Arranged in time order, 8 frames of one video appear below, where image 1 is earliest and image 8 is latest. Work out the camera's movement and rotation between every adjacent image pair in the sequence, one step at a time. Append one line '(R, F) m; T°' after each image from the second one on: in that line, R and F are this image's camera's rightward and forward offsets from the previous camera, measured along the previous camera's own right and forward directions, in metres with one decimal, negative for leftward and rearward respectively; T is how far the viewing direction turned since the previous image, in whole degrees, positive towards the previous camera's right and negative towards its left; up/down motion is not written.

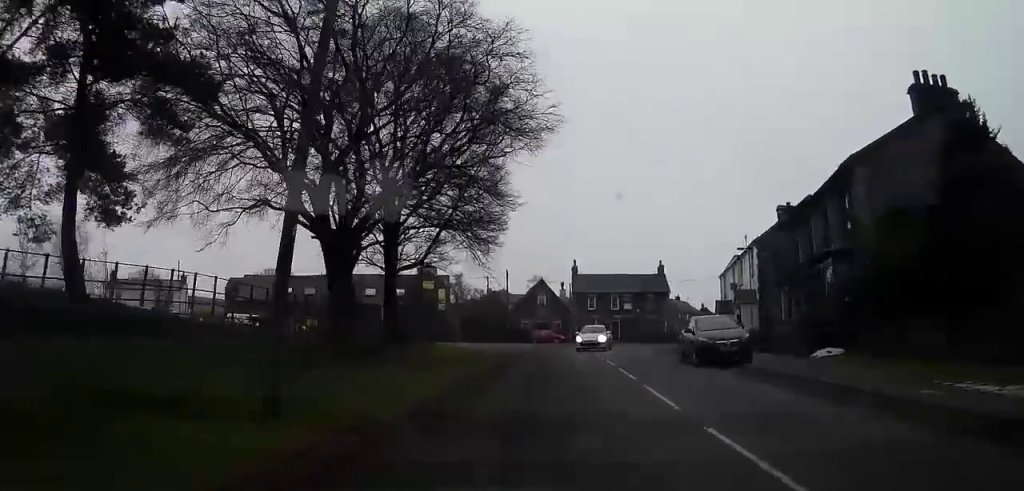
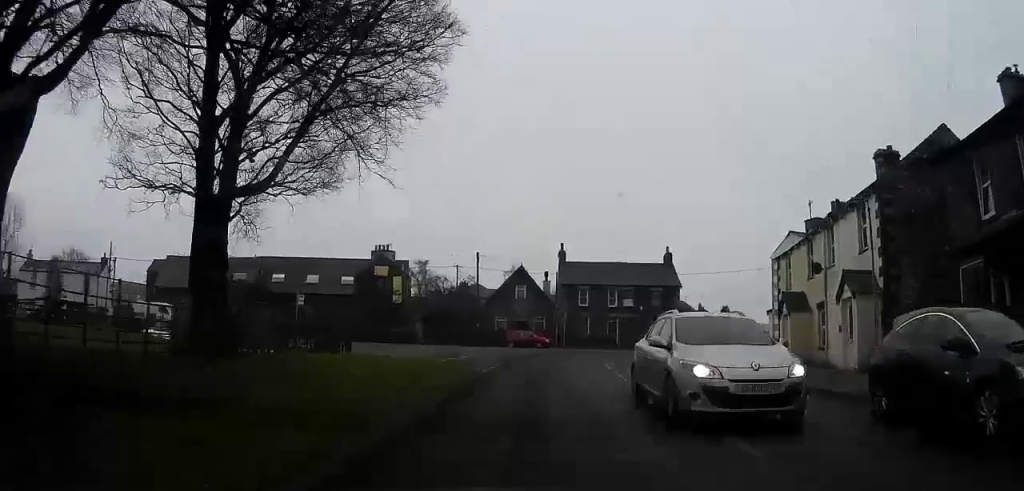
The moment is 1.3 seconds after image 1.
(+0.2, +16.7) m; +1°
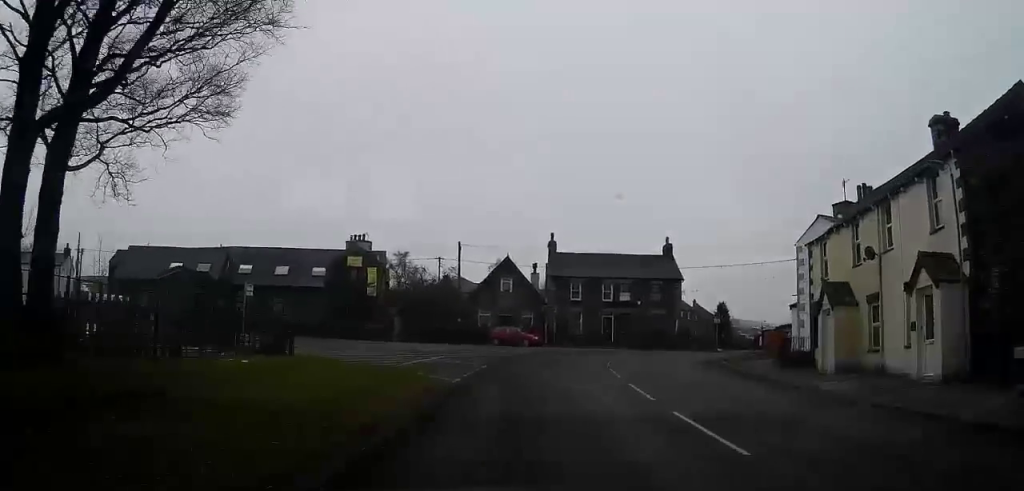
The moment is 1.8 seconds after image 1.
(0.0, +6.4) m; +1°
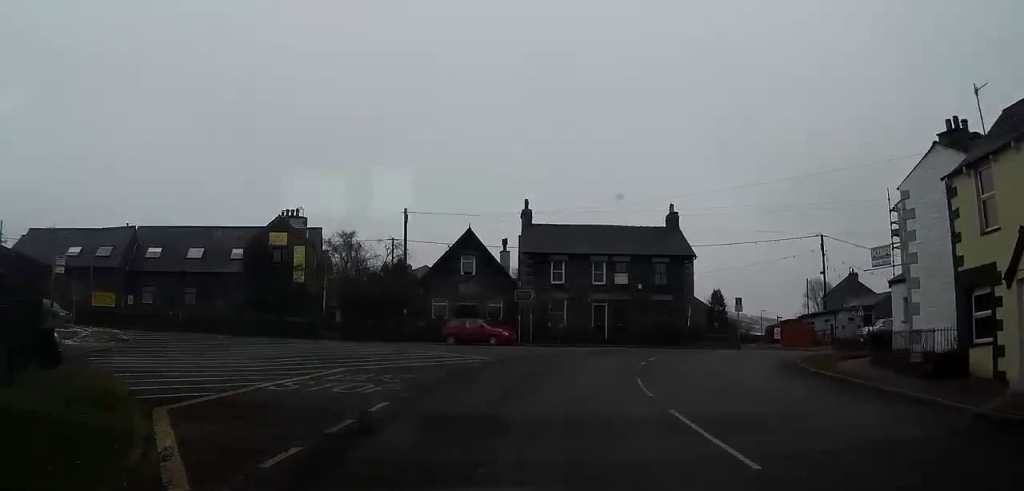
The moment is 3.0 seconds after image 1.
(+0.2, +13.5) m; +3°
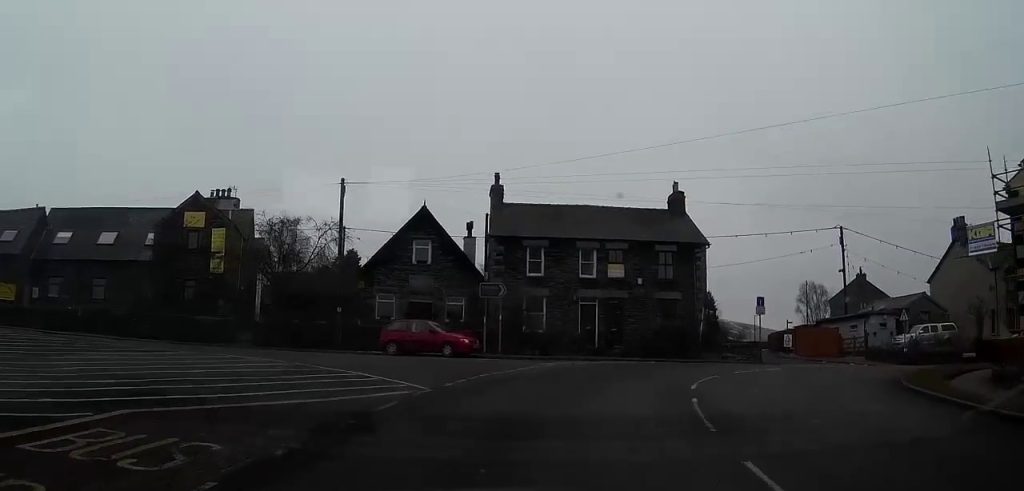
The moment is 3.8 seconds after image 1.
(+0.1, +9.1) m; +4°
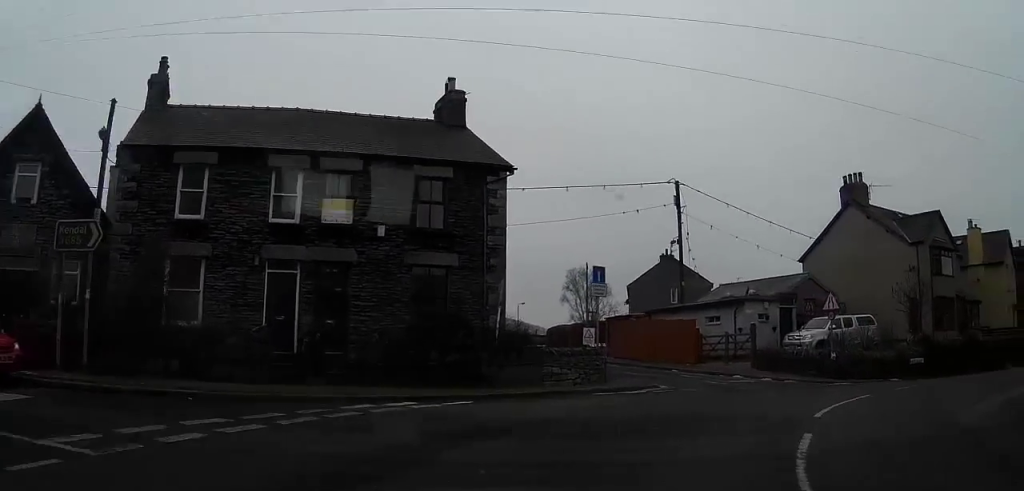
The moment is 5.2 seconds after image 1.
(+2.5, +16.2) m; +23°
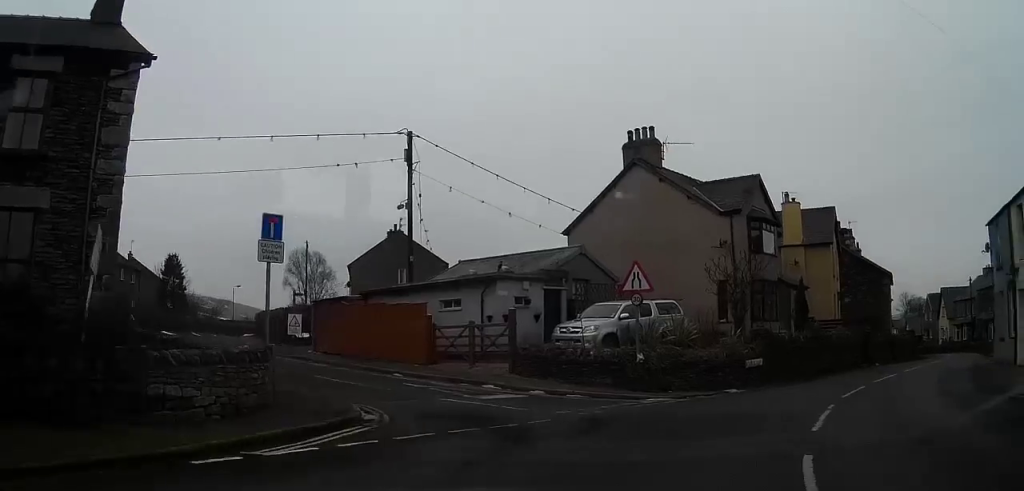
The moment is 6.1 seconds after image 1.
(+1.4, +8.5) m; +19°
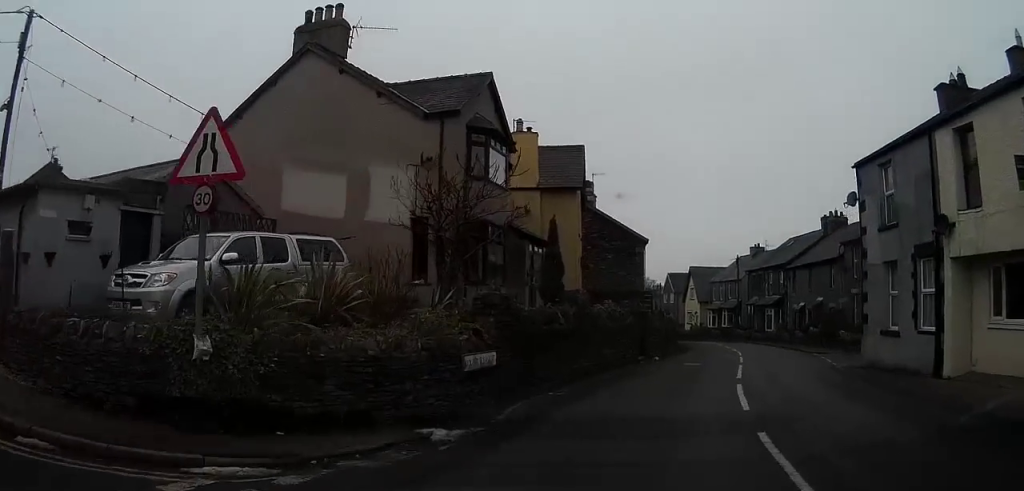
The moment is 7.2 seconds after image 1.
(+2.4, +10.5) m; +22°
